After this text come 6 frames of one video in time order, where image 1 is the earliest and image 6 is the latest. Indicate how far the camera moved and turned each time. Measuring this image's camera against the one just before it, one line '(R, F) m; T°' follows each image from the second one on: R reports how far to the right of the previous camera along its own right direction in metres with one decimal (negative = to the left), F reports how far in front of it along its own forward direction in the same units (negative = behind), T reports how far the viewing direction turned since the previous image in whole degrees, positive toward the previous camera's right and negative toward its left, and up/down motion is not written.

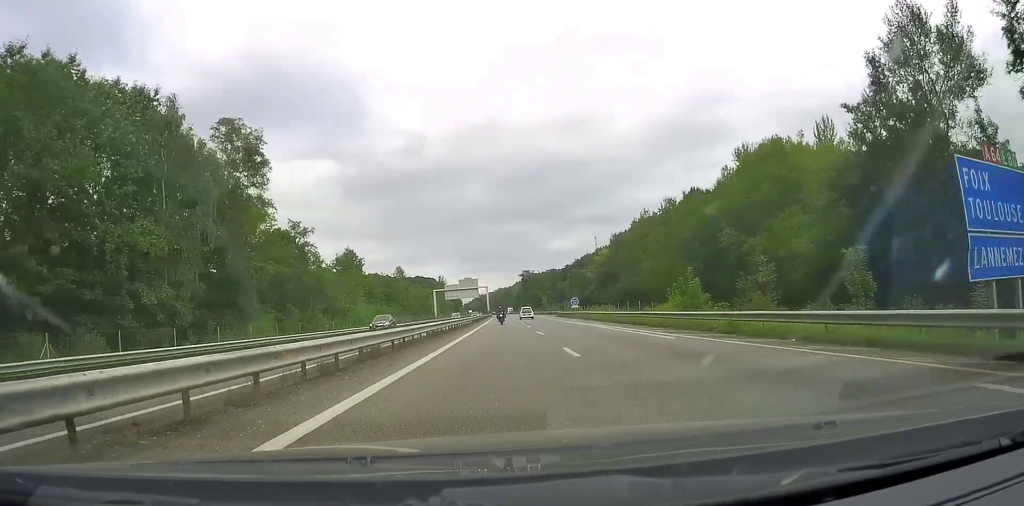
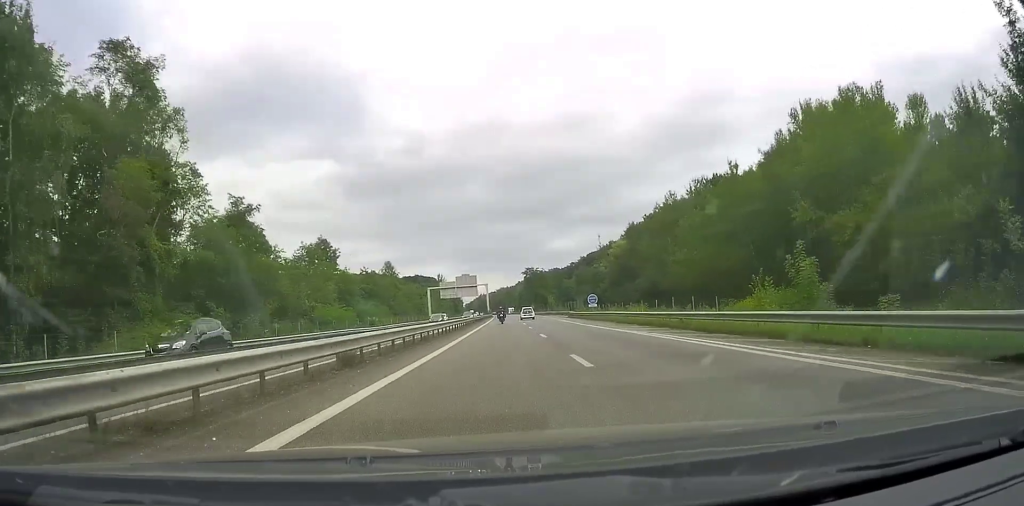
(0.0, +15.6) m; 0°
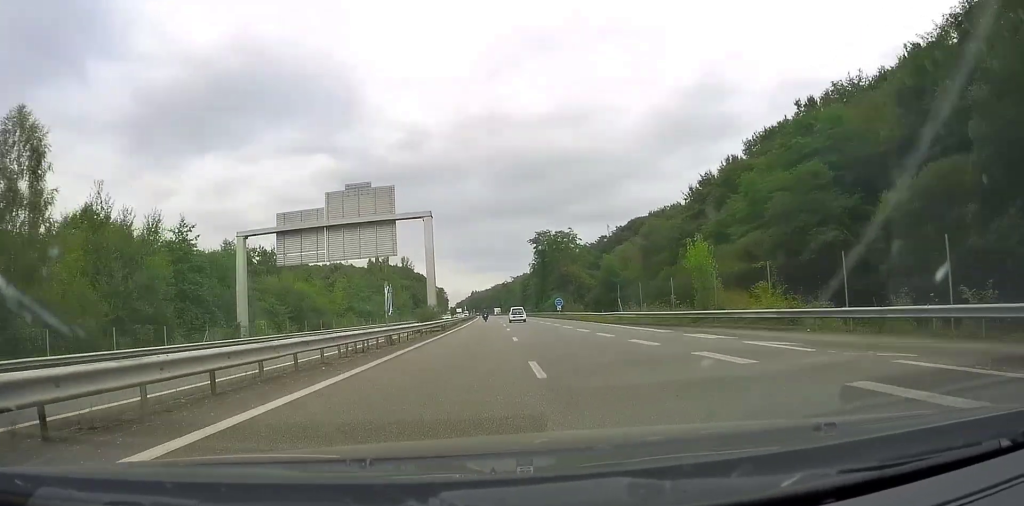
(-1.5, +106.0) m; -2°
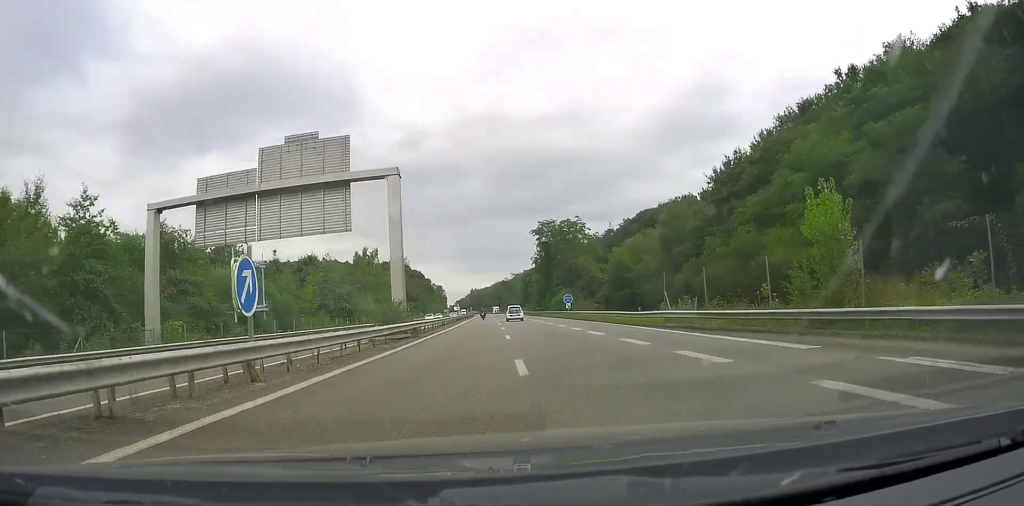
(0.0, +12.8) m; 0°
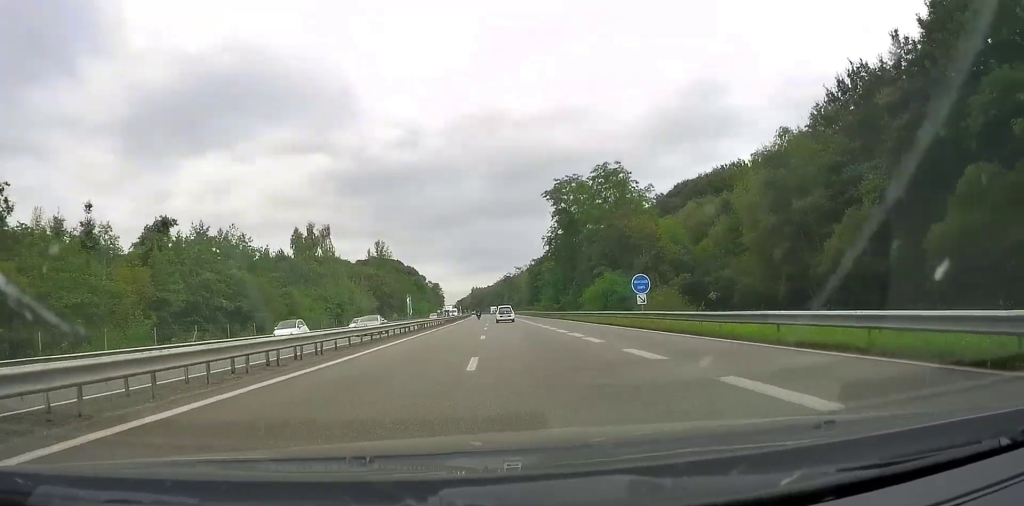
(+0.5, +38.5) m; 0°
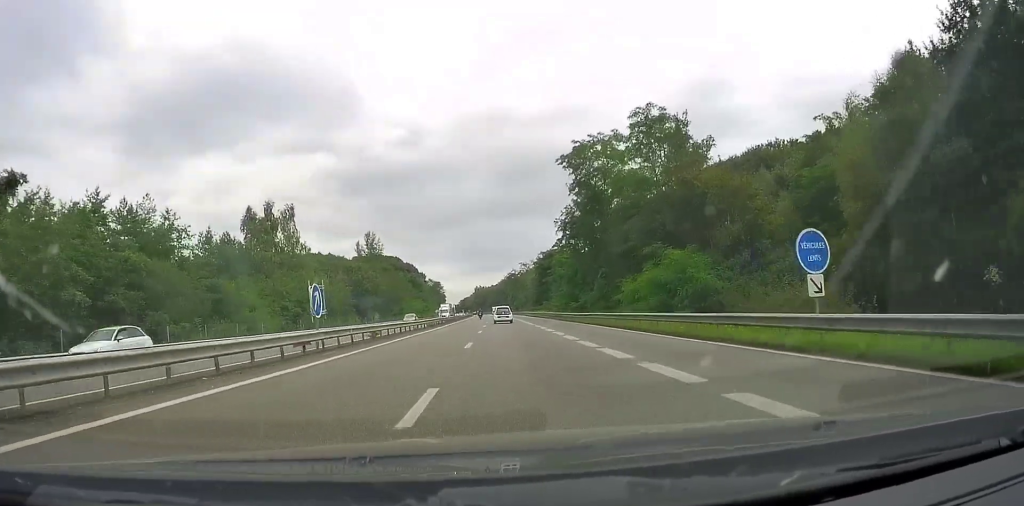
(-0.3, +18.6) m; -1°
